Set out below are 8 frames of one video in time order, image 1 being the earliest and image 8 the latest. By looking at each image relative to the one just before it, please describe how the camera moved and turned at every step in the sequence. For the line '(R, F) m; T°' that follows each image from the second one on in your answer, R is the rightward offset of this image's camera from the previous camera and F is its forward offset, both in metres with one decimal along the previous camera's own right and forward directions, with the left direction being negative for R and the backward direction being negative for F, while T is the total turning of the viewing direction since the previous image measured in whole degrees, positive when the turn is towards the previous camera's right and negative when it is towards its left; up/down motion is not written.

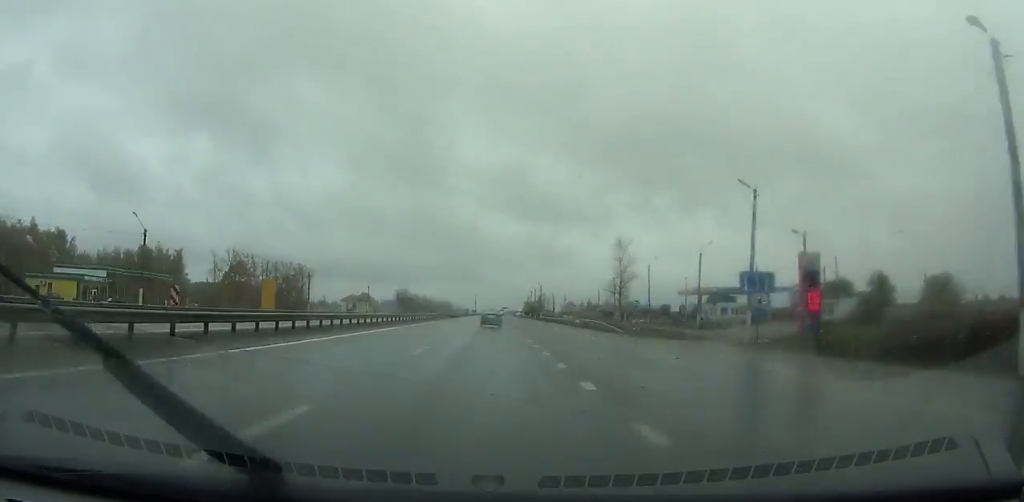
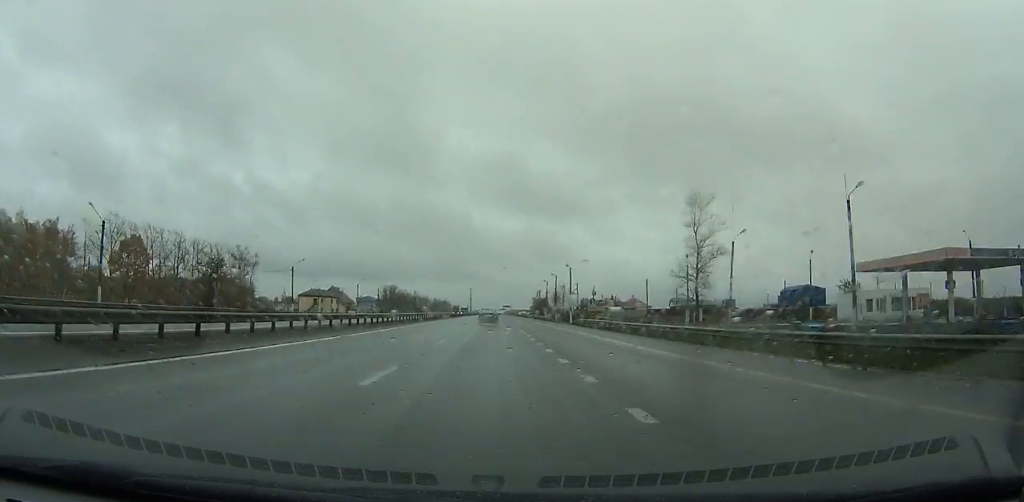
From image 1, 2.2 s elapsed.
(-0.2, +55.0) m; 0°
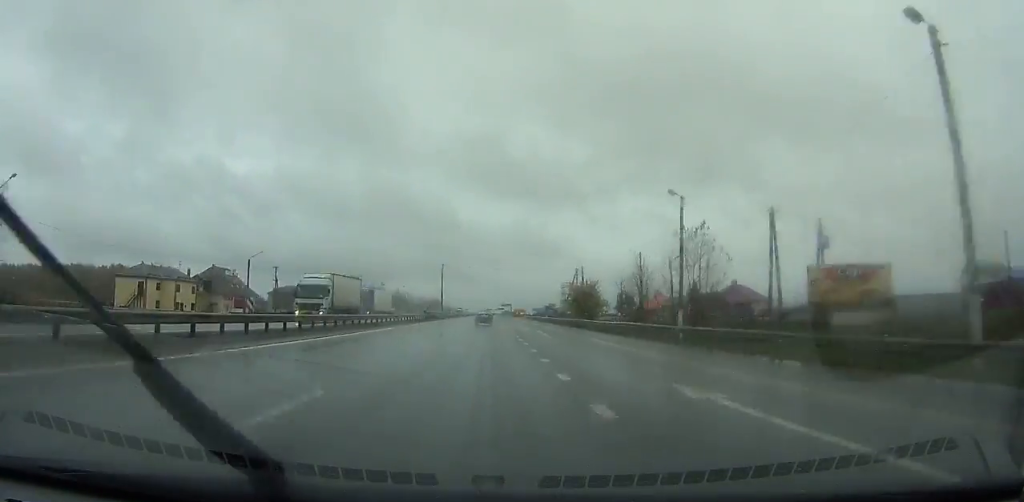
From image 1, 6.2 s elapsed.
(-0.2, +101.0) m; 0°
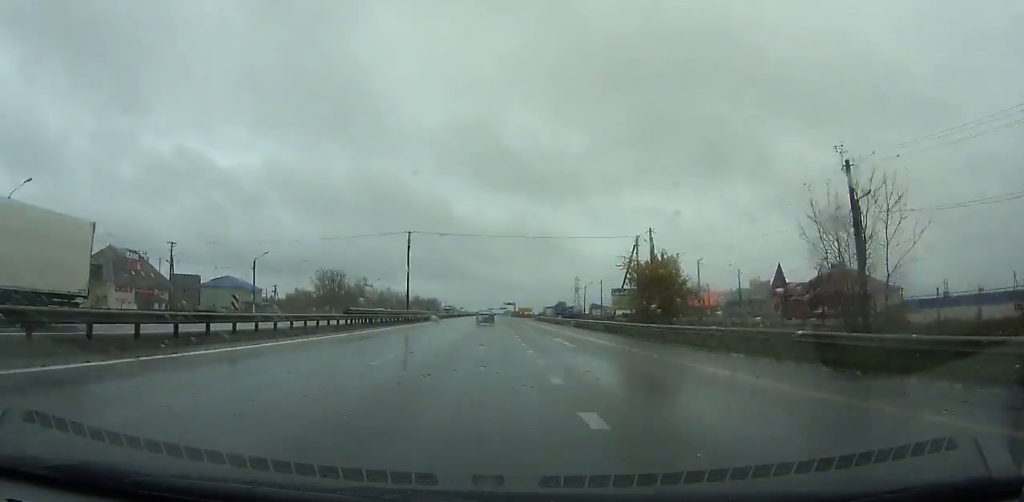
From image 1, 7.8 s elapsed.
(+0.1, +41.0) m; 0°
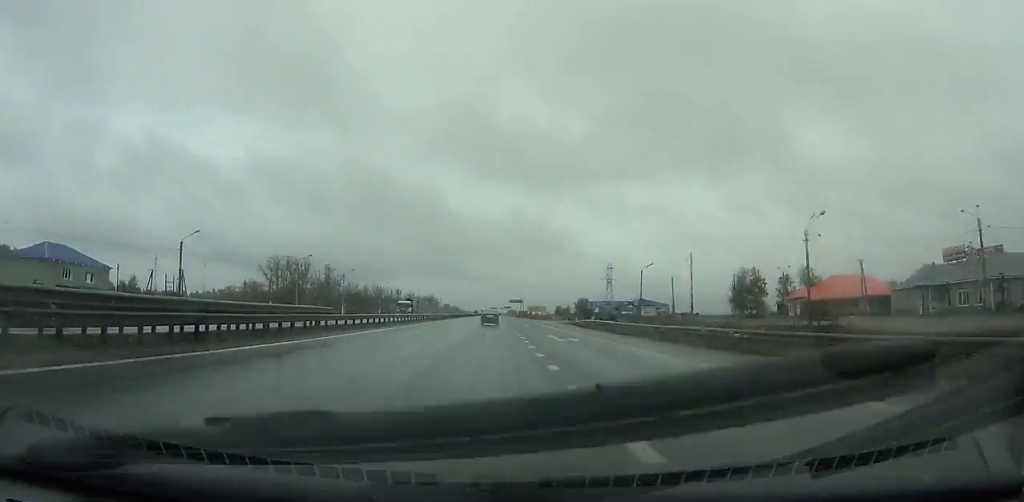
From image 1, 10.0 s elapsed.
(+0.1, +56.7) m; 0°
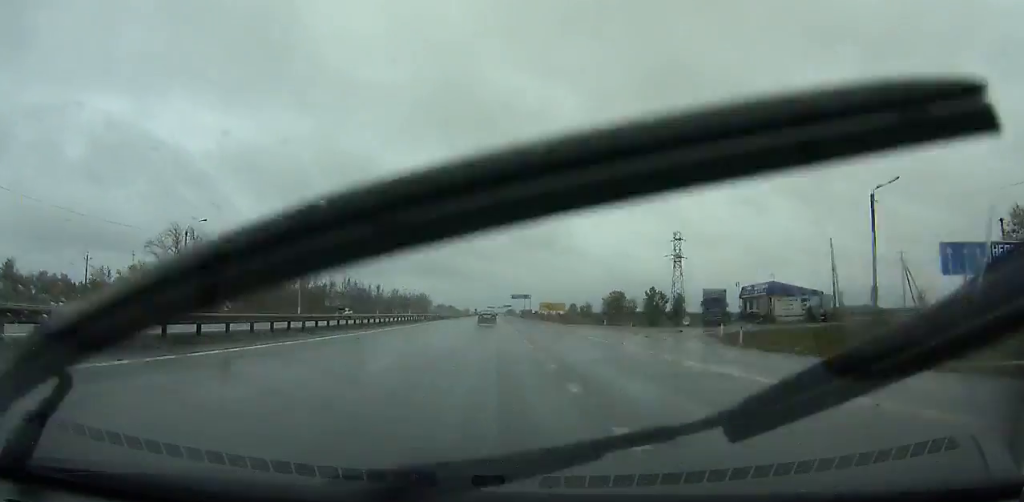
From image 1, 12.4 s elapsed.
(-0.1, +62.6) m; 0°
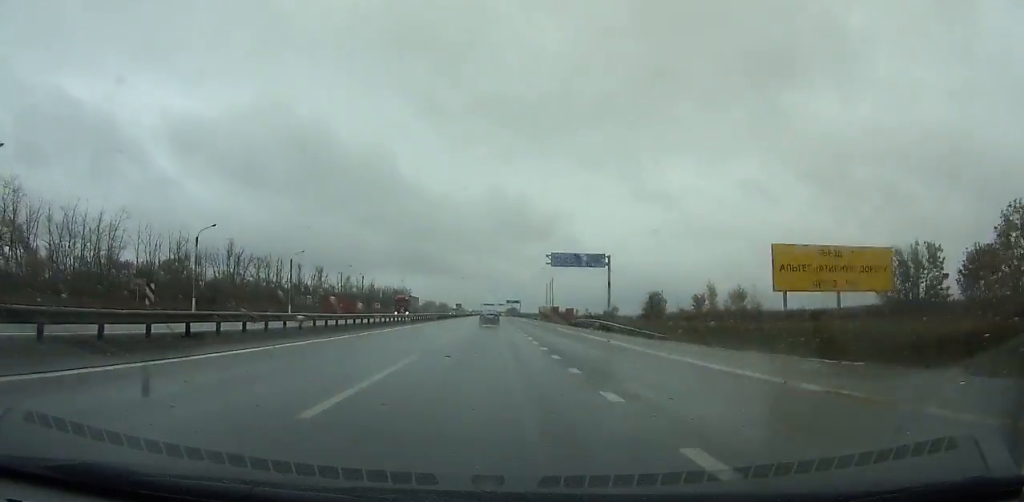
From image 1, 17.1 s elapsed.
(0.0, +123.2) m; 0°
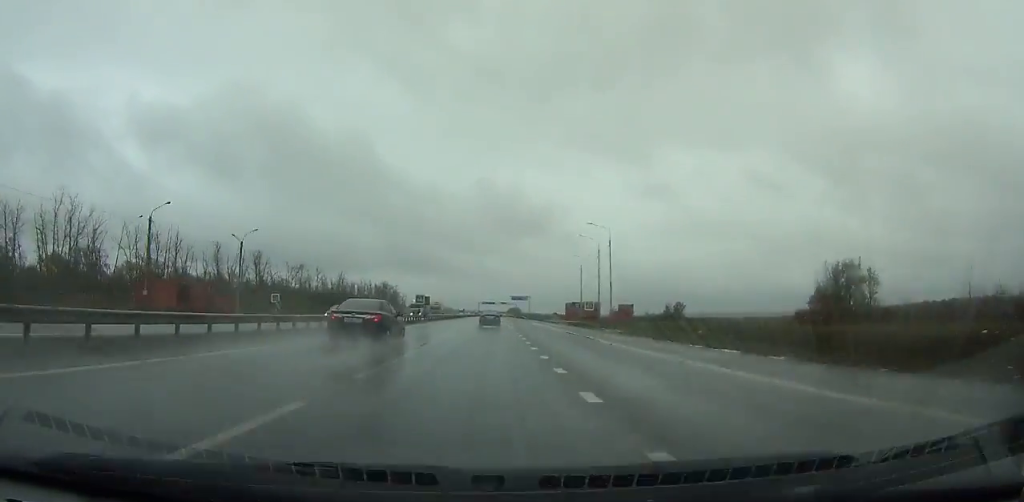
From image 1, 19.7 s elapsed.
(0.0, +68.1) m; 0°
